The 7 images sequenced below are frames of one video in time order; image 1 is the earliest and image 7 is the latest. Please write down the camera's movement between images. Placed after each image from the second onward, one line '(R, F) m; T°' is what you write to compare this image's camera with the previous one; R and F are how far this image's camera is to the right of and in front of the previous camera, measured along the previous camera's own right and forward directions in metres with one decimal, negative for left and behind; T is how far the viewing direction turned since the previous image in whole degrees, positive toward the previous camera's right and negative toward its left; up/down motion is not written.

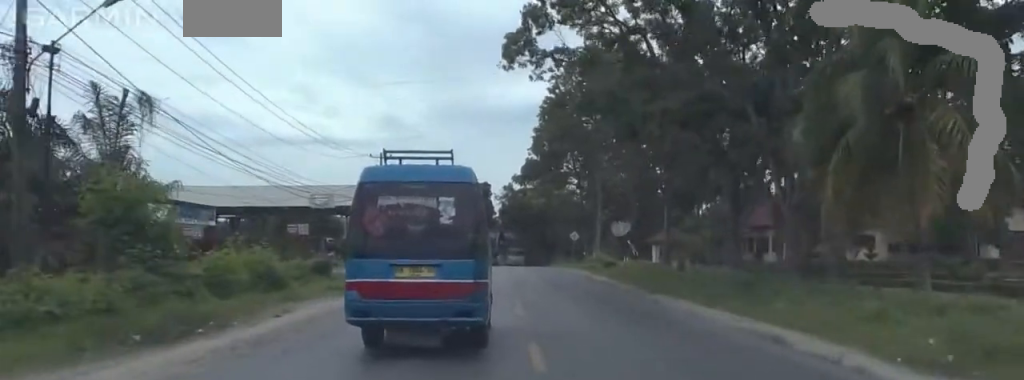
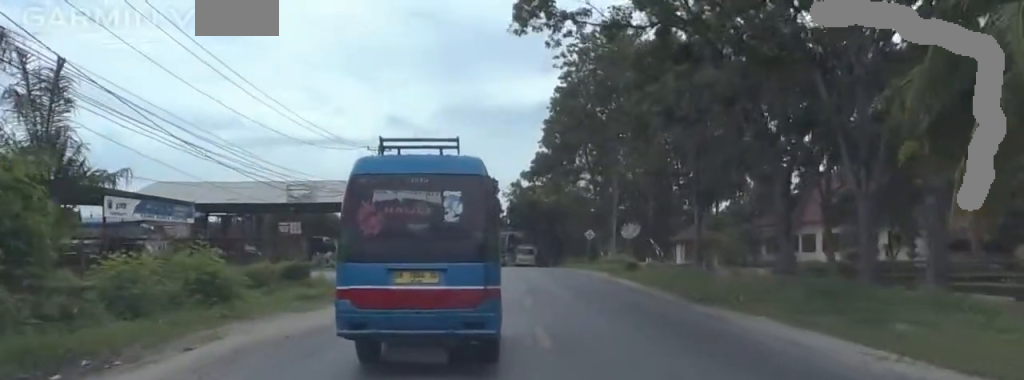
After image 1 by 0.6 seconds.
(0.0, +6.5) m; 0°
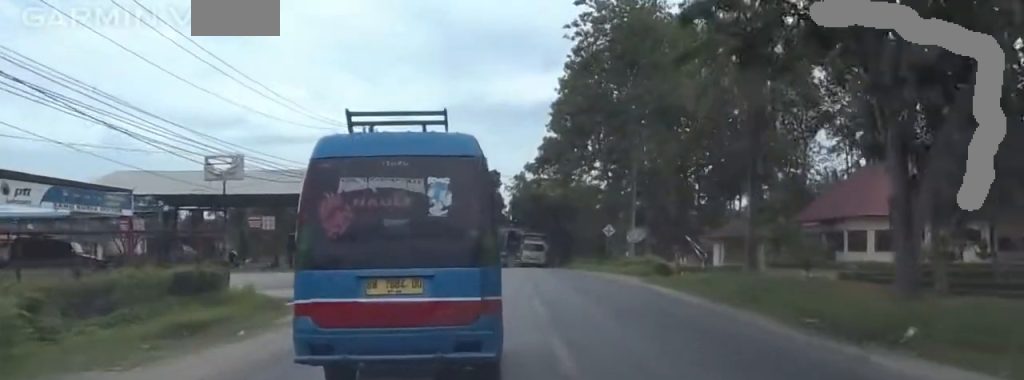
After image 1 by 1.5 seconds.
(0.0, +11.2) m; 0°
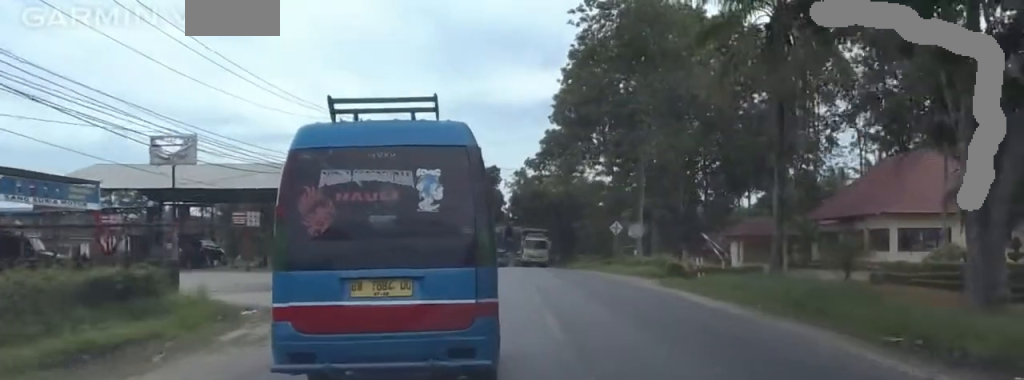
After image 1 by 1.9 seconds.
(0.0, +4.6) m; 0°
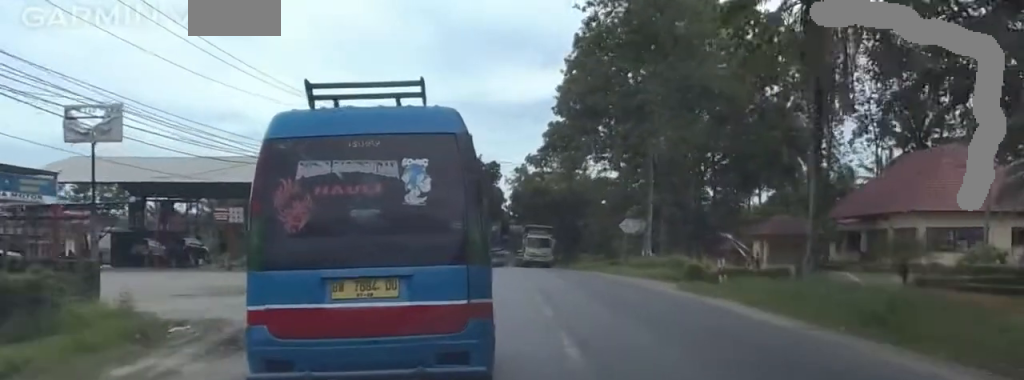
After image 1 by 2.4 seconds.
(0.0, +5.1) m; 0°
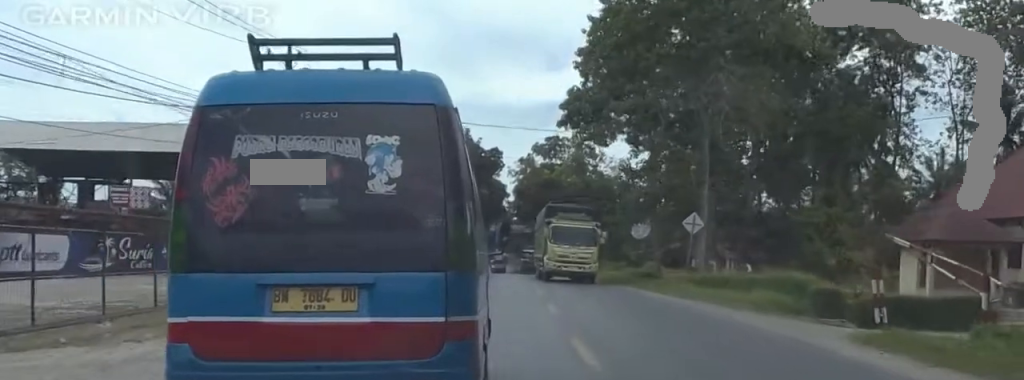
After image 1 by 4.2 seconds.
(0.0, +21.2) m; 0°
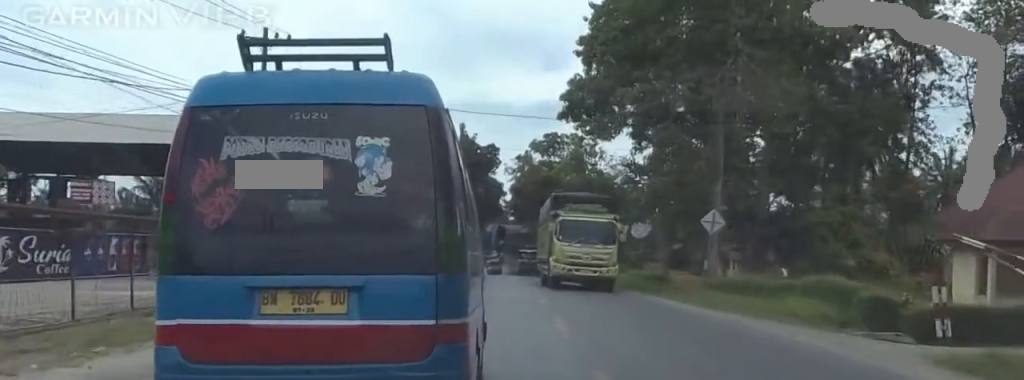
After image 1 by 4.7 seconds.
(0.0, +4.7) m; 0°
